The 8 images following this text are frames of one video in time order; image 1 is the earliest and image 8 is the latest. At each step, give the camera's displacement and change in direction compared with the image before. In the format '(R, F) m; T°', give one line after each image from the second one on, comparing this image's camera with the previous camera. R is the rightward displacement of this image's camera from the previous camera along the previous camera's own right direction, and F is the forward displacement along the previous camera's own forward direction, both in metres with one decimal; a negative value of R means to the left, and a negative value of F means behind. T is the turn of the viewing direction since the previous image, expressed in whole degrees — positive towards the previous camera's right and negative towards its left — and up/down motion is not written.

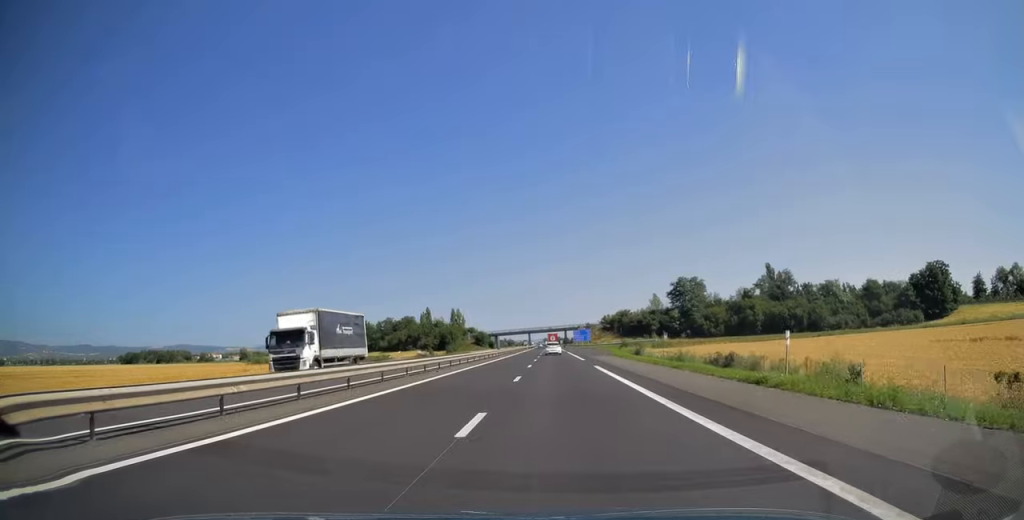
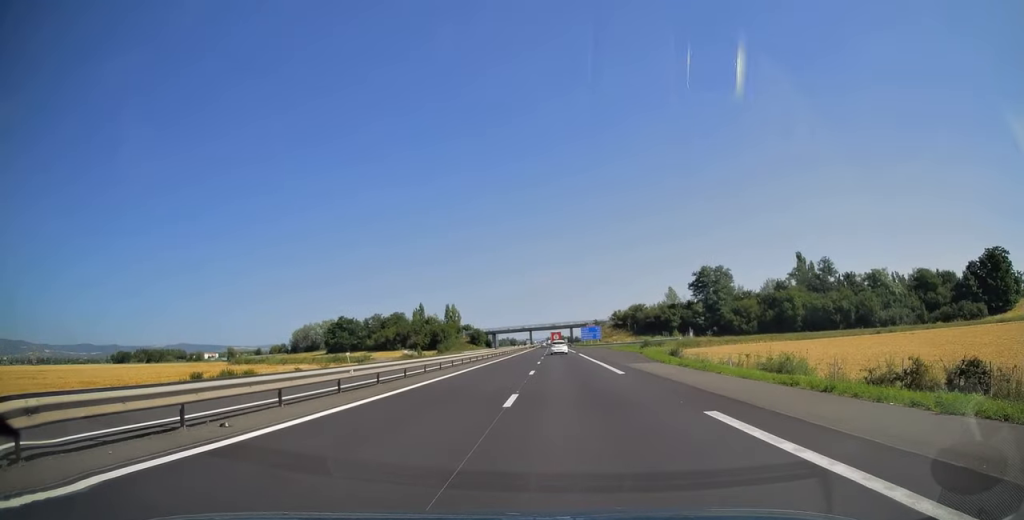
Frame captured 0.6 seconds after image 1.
(0.0, +21.6) m; 0°
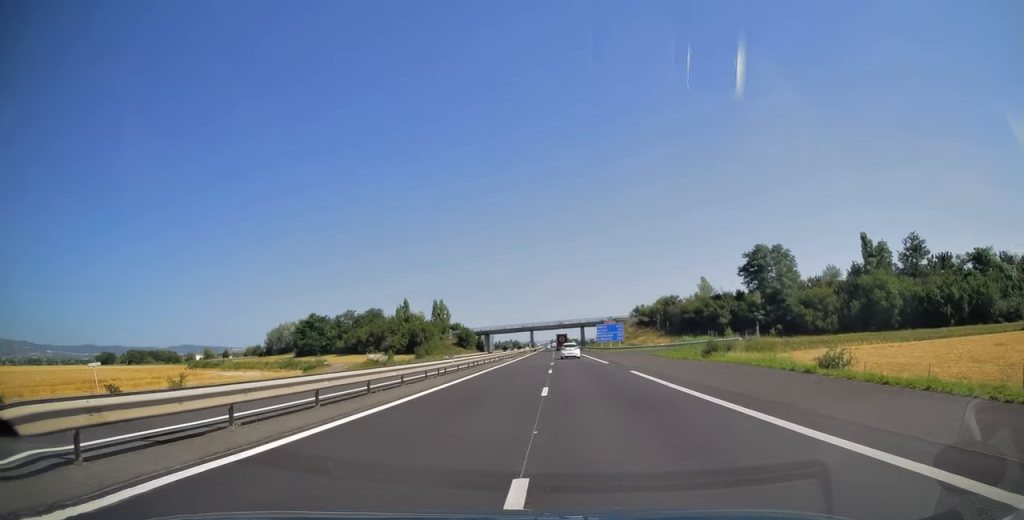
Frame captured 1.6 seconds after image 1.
(-0.1, +35.0) m; 0°
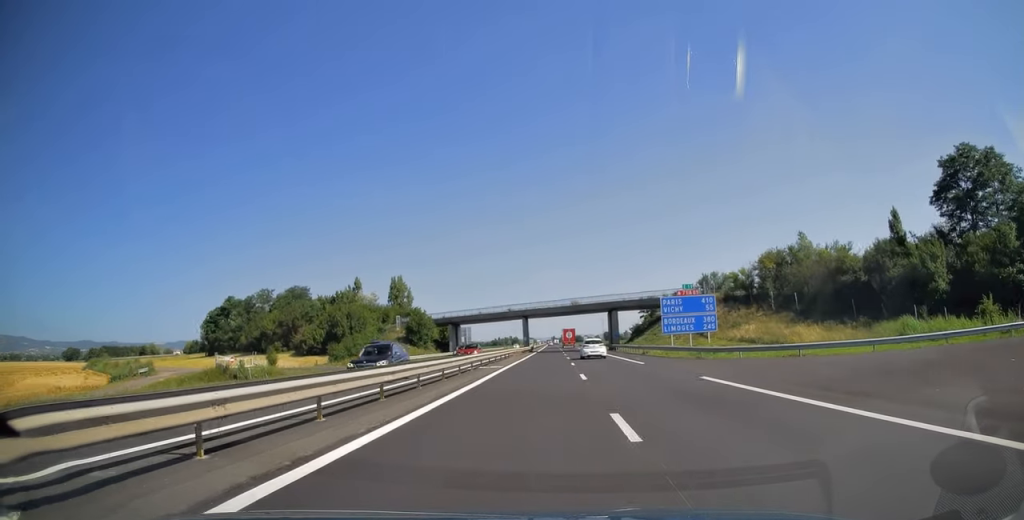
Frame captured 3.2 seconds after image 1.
(-0.4, +59.4) m; -1°
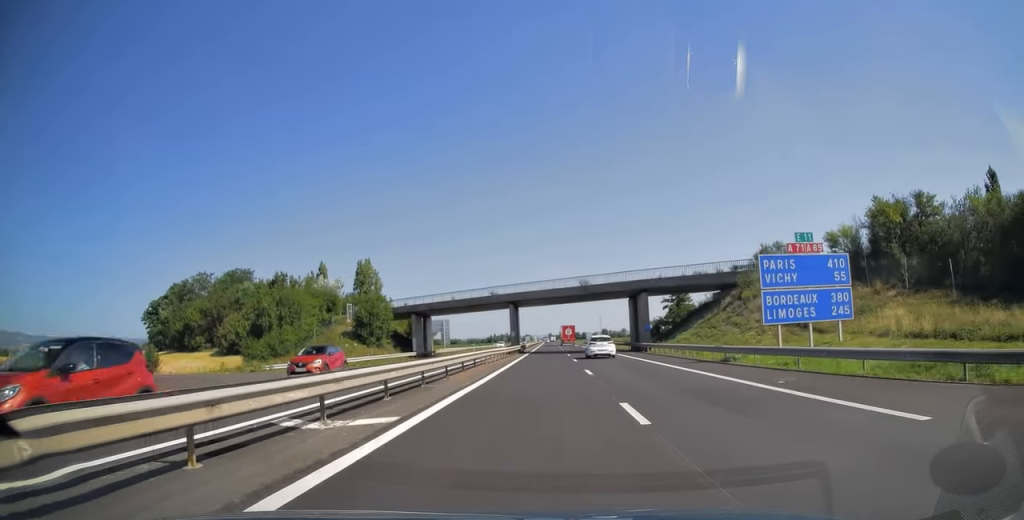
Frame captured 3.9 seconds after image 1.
(0.0, +24.6) m; 0°
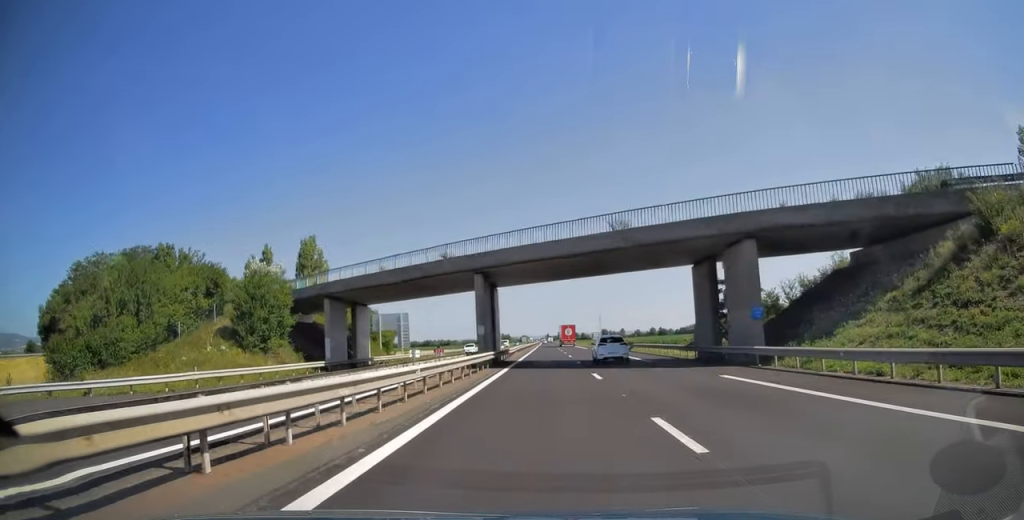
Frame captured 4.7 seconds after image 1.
(0.0, +28.3) m; 0°
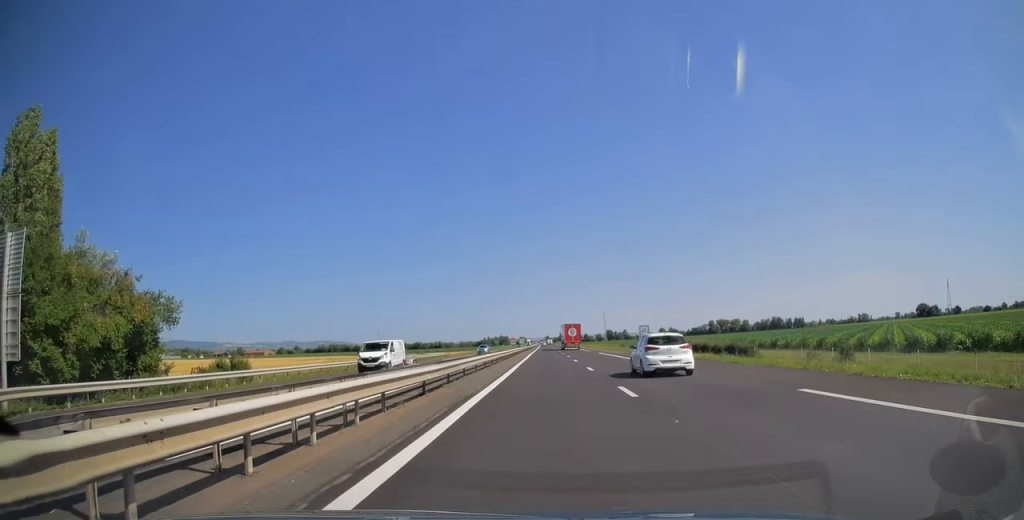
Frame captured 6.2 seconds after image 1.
(+0.2, +57.8) m; 0°
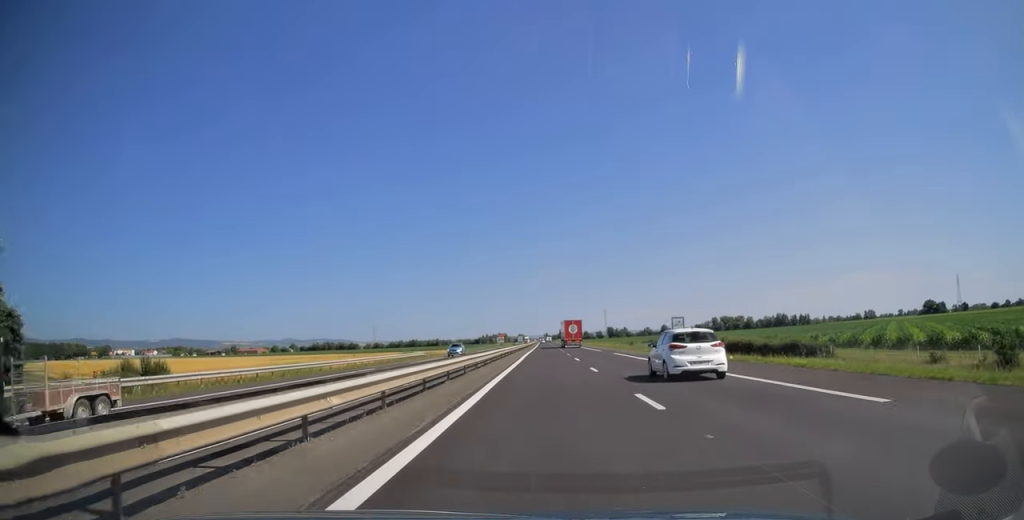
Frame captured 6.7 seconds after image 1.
(0.0, +16.0) m; 0°
